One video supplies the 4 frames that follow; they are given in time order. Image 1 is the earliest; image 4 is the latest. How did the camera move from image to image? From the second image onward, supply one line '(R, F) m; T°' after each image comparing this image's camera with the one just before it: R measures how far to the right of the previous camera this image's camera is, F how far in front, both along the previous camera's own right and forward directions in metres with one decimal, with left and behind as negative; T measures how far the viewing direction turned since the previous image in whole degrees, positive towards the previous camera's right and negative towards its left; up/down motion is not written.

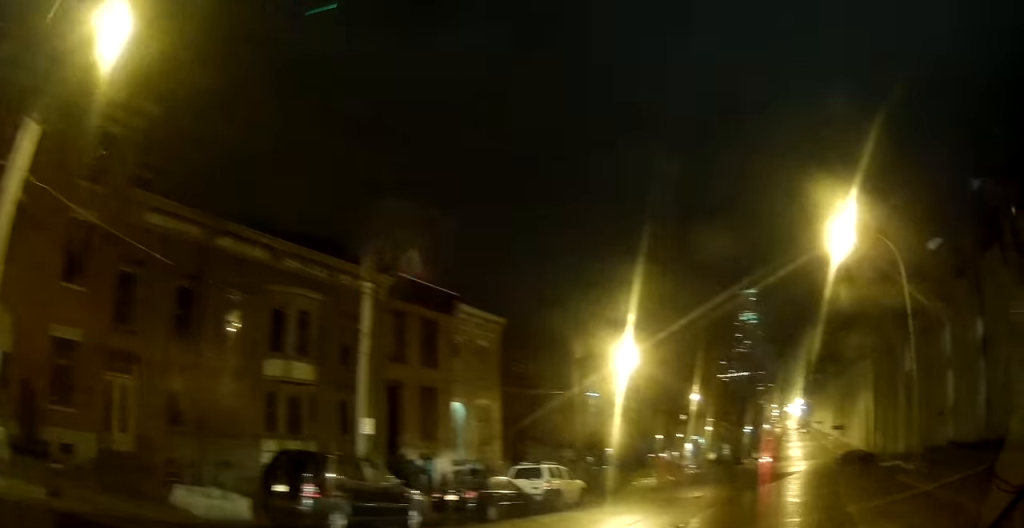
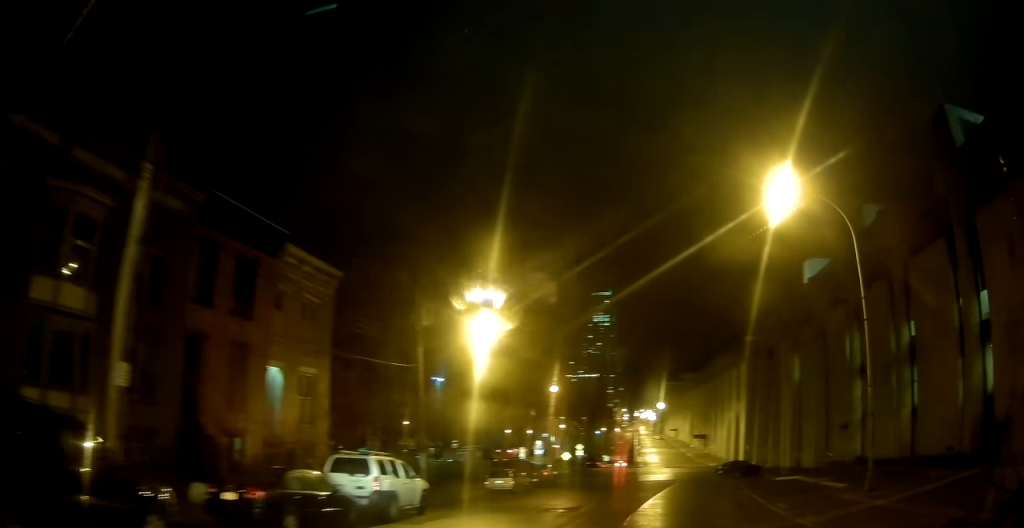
(+1.1, +6.2) m; +11°
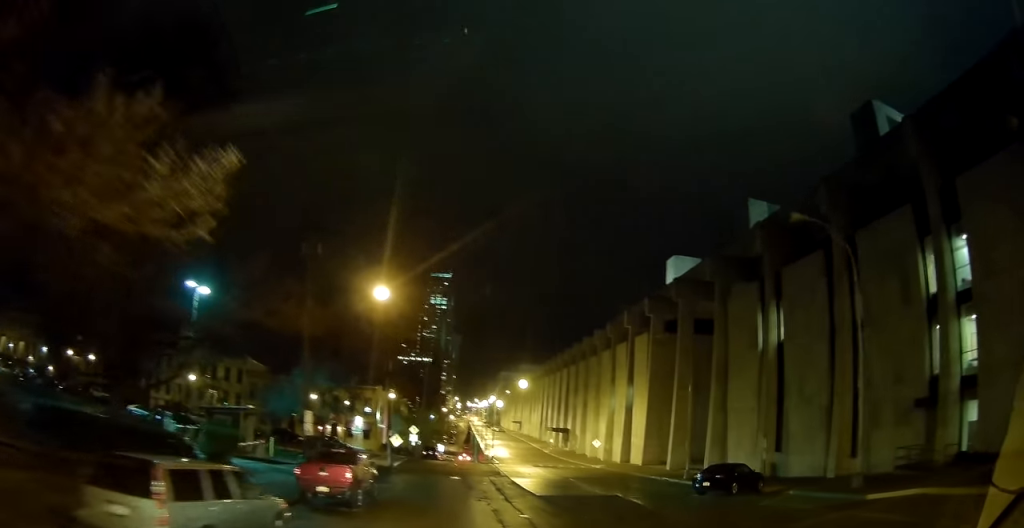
(+0.9, +25.7) m; +3°
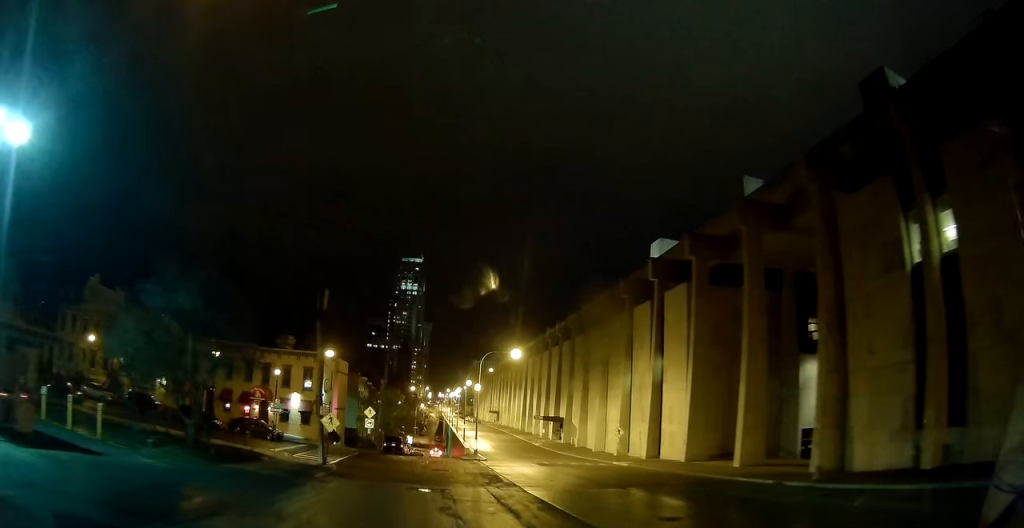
(+0.5, +19.2) m; +3°
